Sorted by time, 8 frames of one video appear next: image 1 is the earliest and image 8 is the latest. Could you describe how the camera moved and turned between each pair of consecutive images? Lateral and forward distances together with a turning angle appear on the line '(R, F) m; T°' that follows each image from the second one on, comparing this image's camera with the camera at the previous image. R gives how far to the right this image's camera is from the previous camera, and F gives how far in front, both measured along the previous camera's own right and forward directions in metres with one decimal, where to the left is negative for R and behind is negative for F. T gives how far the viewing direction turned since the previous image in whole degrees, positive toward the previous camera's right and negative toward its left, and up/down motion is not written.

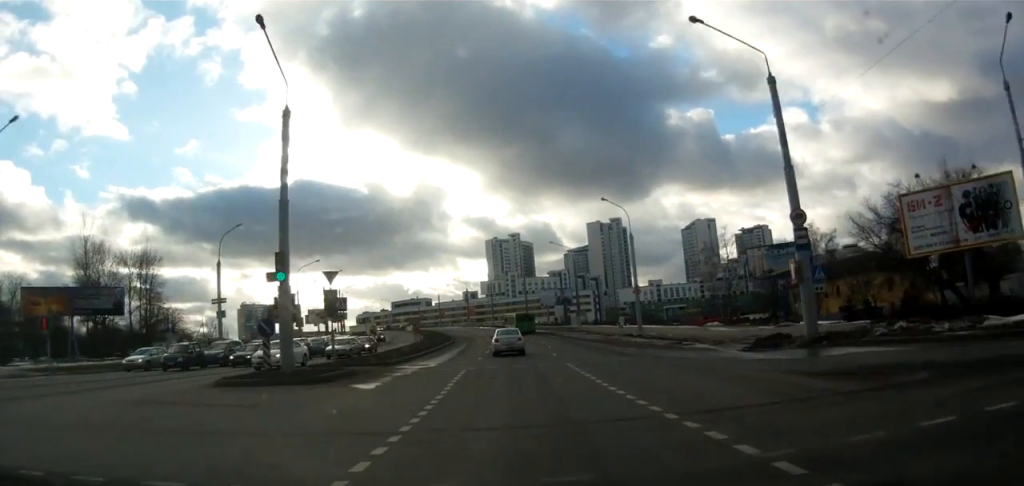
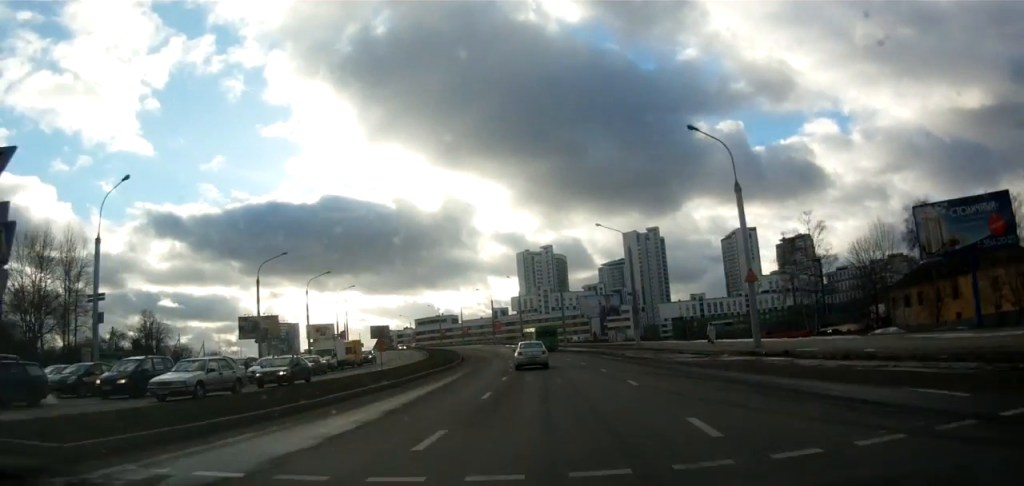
(-0.8, +22.4) m; -3°
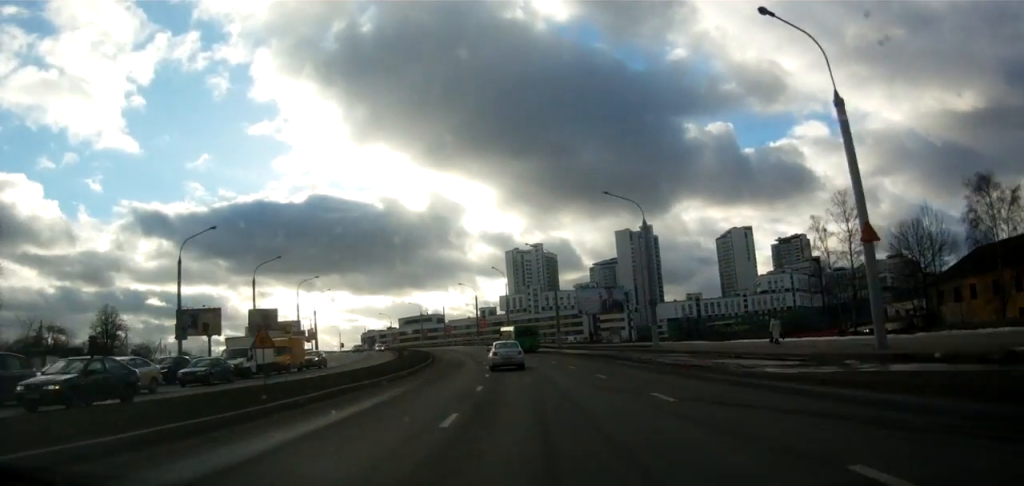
(-0.1, +13.8) m; -2°
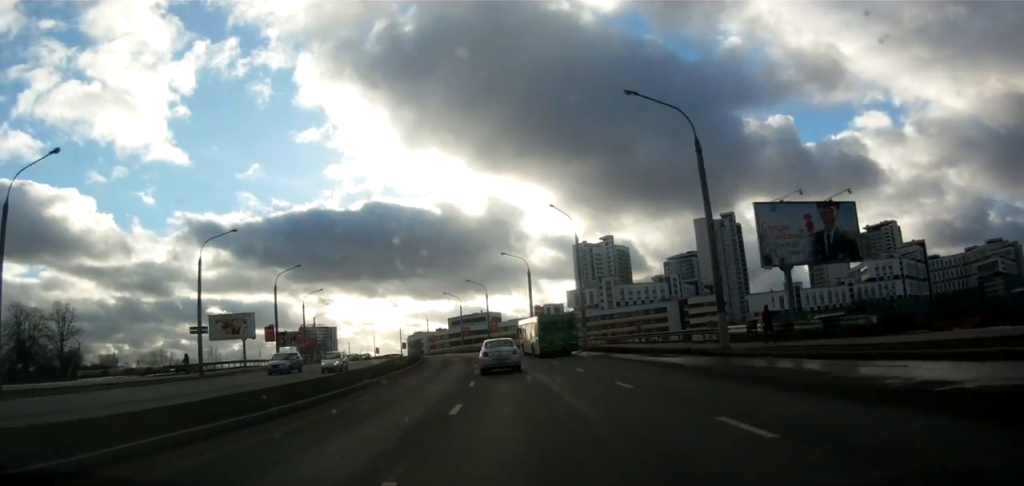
(-4.0, +46.2) m; -9°
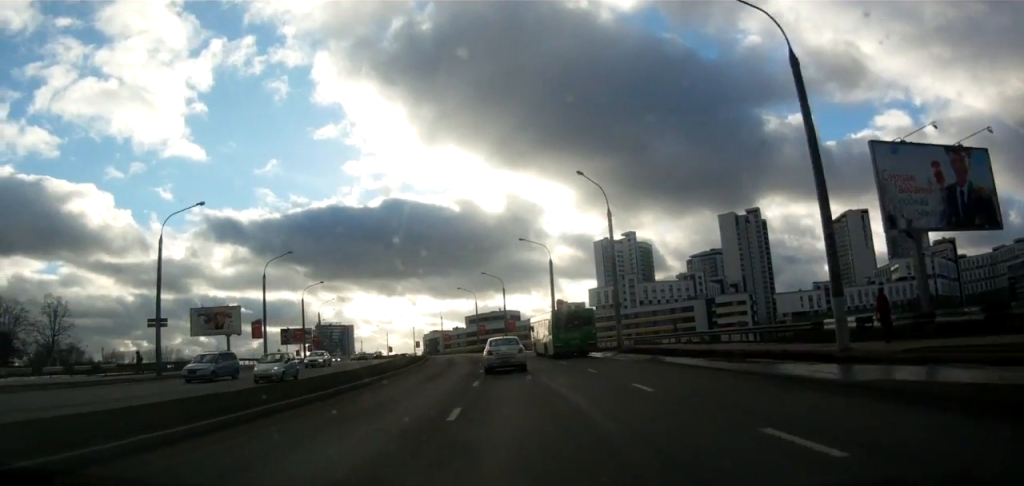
(-0.1, +9.5) m; -1°
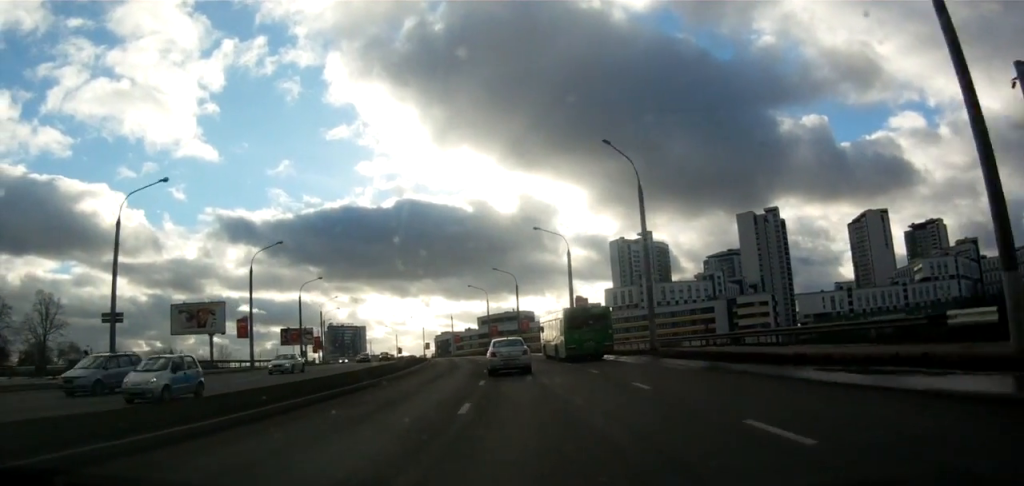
(0.0, +7.4) m; -1°
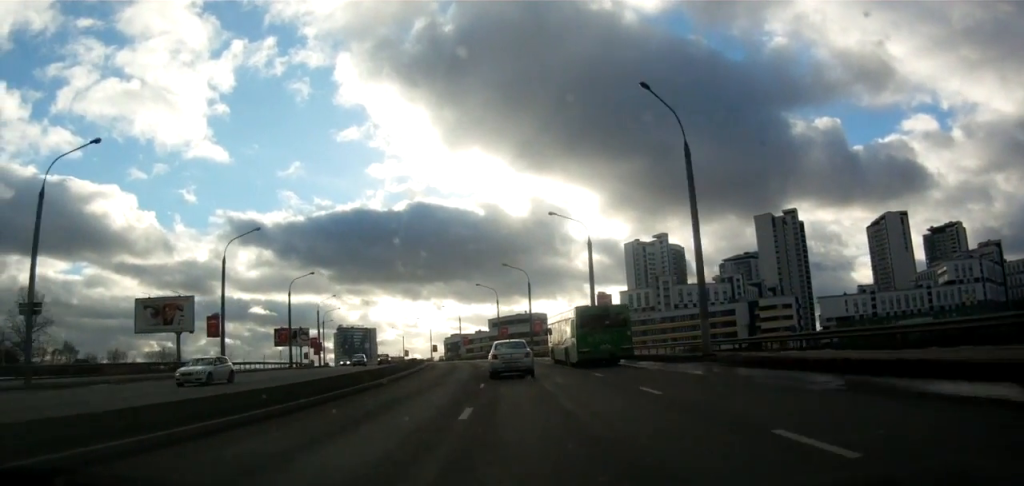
(-0.1, +8.6) m; -1°
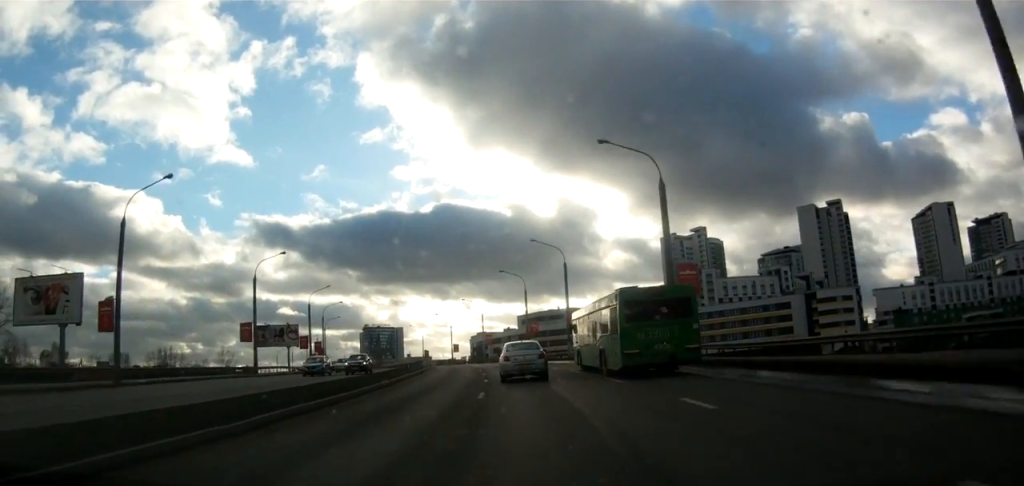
(-0.3, +19.6) m; -2°
